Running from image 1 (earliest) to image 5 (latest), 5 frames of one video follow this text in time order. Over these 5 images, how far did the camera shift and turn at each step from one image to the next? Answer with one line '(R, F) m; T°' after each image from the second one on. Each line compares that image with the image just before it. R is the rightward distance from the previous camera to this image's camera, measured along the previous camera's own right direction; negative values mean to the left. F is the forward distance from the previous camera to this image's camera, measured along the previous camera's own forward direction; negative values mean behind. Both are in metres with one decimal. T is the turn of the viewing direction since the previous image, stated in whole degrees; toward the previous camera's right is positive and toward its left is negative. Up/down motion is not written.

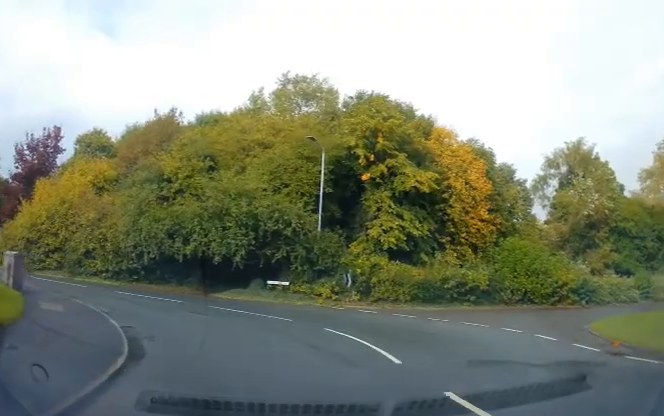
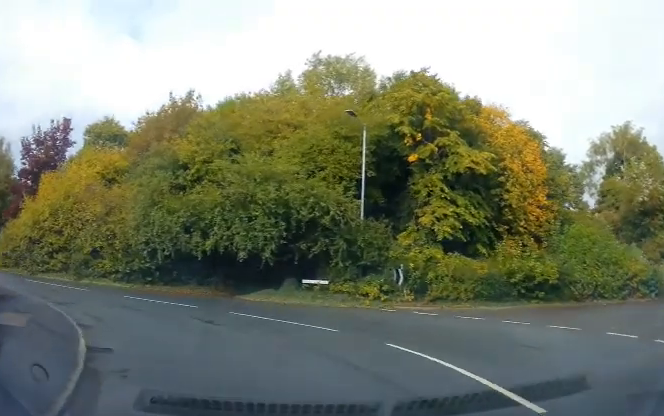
(-0.3, +3.4) m; -6°
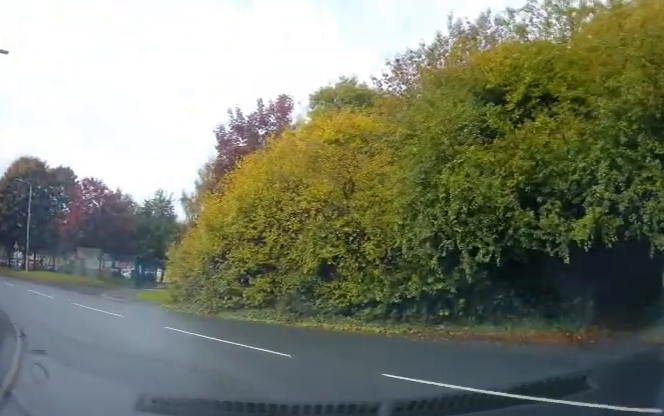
(-2.7, +11.0) m; -35°
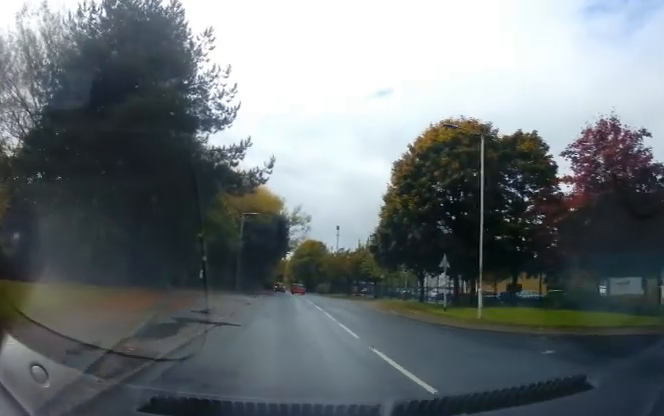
(-11.9, +20.0) m; -44°
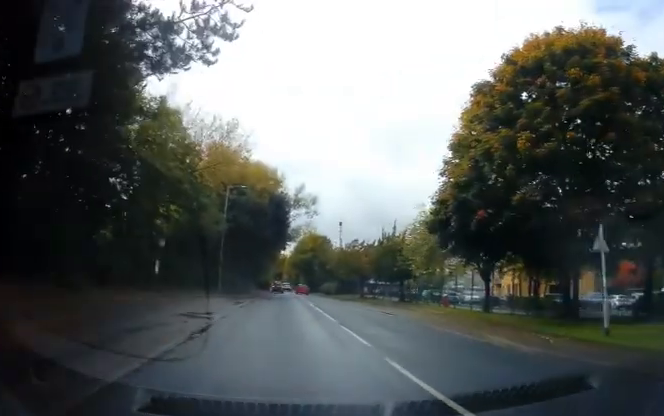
(-0.3, +12.8) m; -2°
